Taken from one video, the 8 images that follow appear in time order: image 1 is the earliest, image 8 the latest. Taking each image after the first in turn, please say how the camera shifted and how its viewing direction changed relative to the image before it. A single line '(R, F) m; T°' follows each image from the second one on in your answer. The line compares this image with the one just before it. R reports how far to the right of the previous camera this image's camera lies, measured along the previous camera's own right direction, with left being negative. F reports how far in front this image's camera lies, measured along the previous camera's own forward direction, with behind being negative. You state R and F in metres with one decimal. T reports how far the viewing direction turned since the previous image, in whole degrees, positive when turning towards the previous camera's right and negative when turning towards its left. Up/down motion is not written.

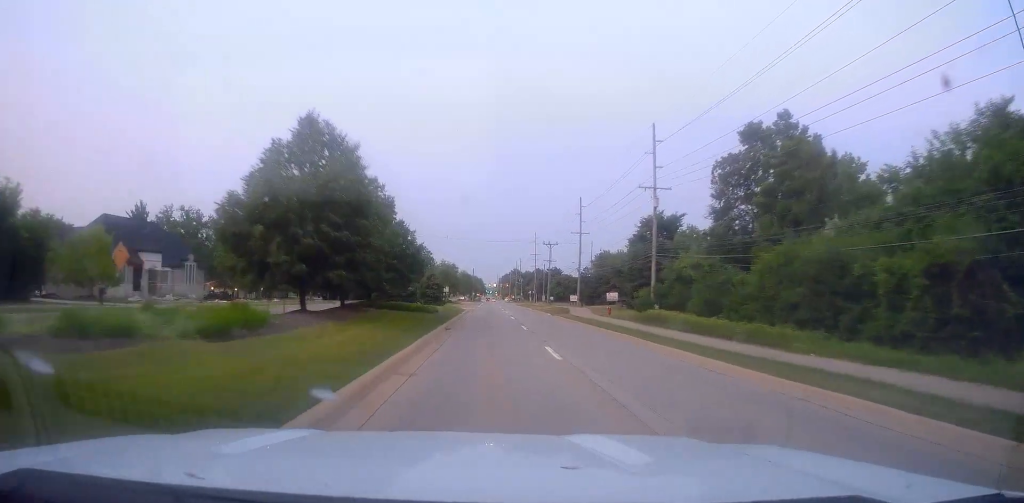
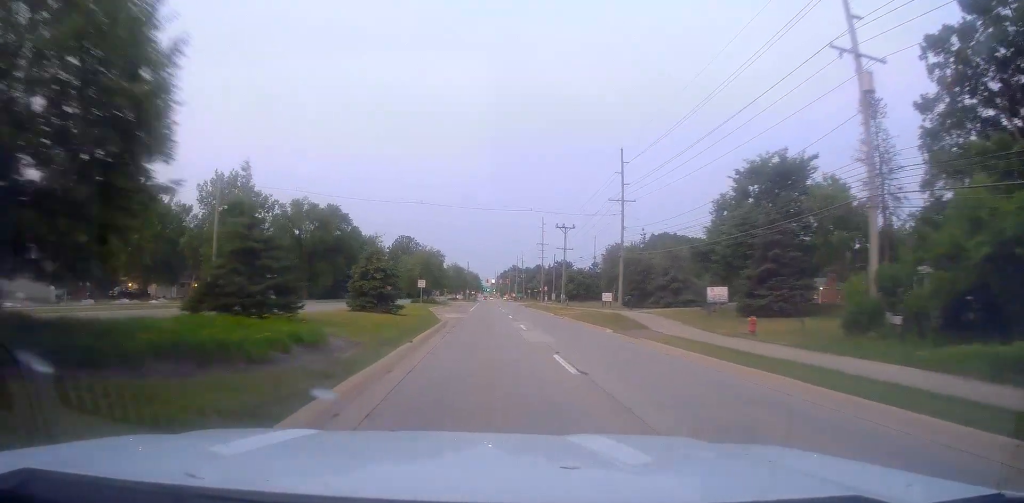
(+0.5, +31.0) m; +1°
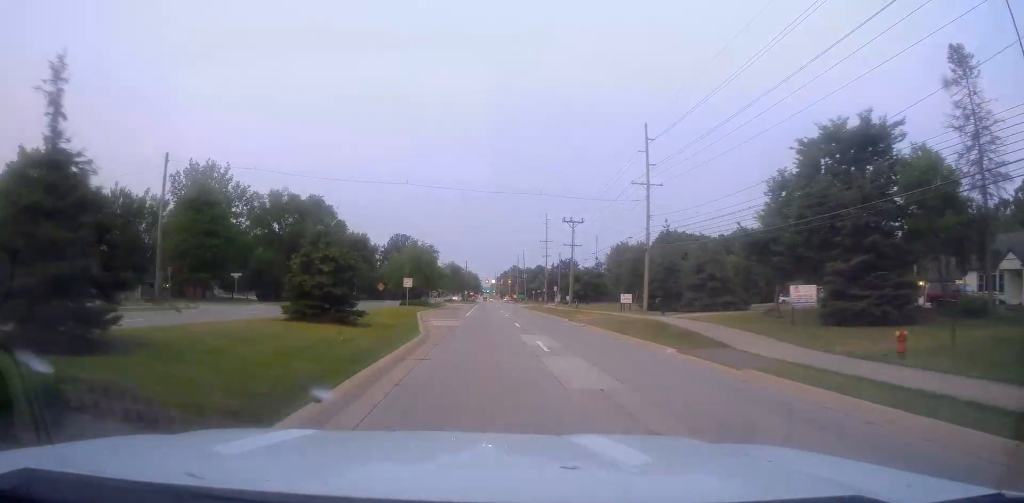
(+0.1, +10.1) m; 0°
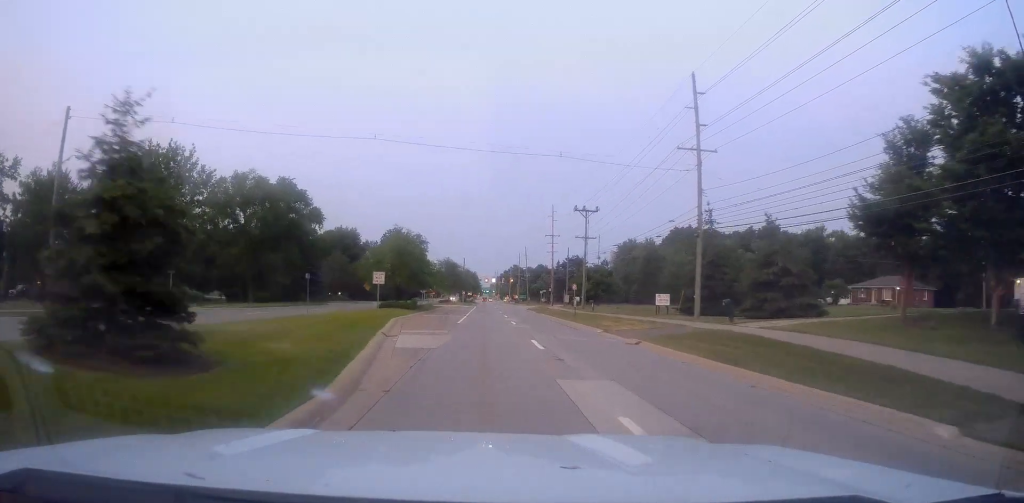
(+0.3, +13.3) m; -1°
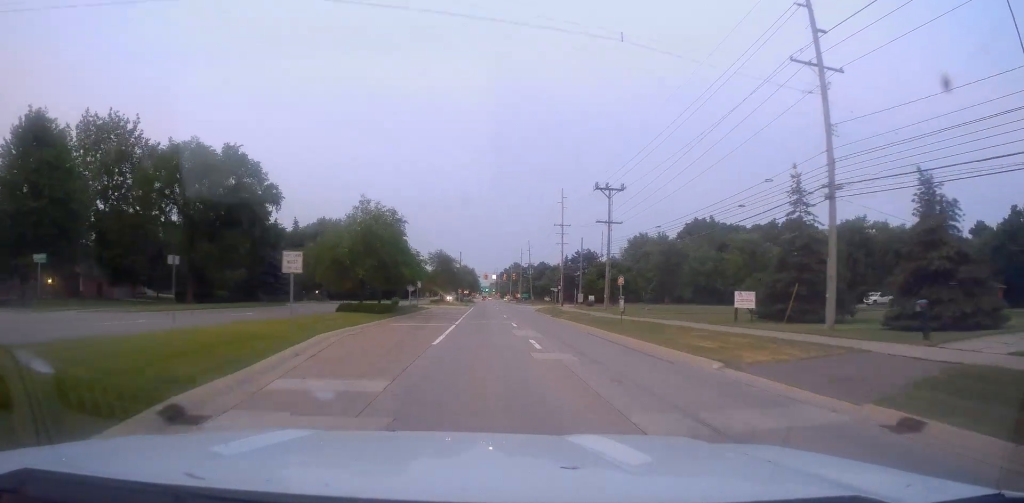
(-0.7, +16.7) m; 0°
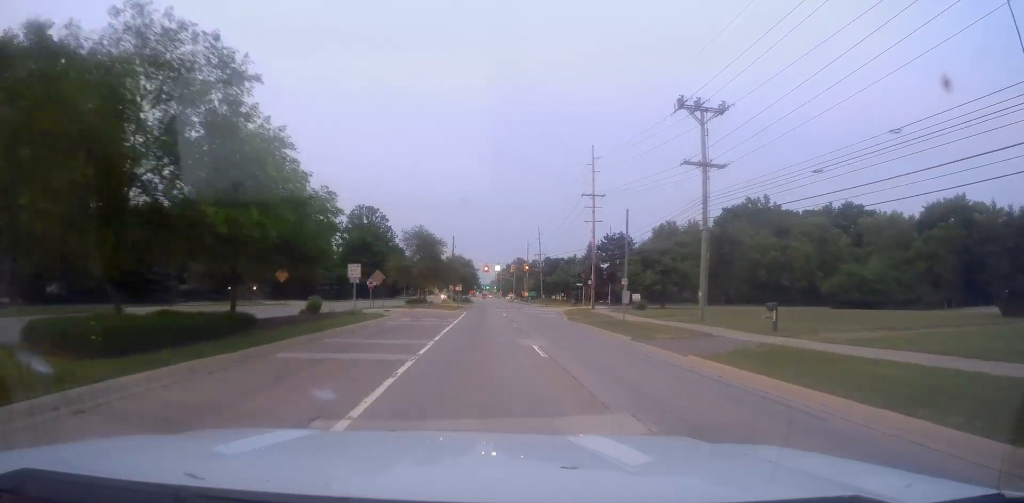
(+0.3, +30.9) m; 0°
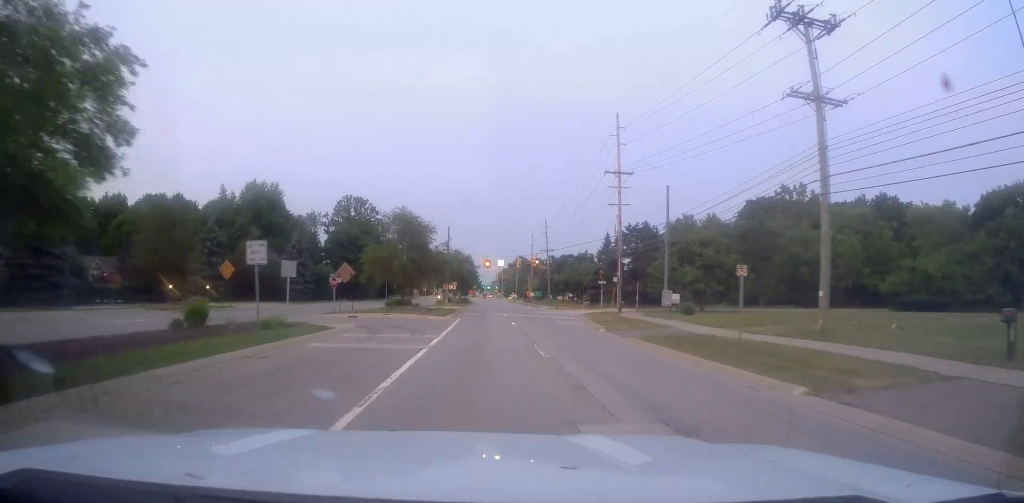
(-0.1, +14.8) m; 0°
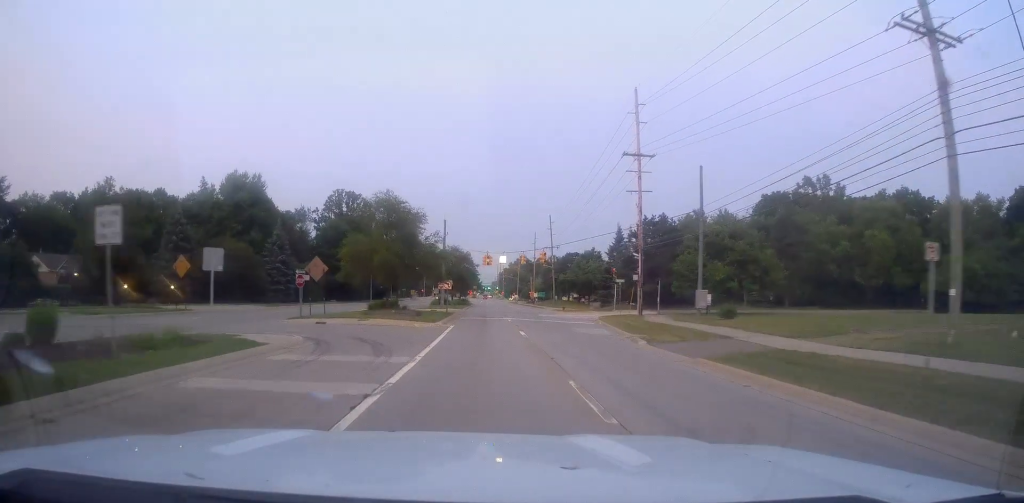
(+0.3, +8.3) m; +1°
